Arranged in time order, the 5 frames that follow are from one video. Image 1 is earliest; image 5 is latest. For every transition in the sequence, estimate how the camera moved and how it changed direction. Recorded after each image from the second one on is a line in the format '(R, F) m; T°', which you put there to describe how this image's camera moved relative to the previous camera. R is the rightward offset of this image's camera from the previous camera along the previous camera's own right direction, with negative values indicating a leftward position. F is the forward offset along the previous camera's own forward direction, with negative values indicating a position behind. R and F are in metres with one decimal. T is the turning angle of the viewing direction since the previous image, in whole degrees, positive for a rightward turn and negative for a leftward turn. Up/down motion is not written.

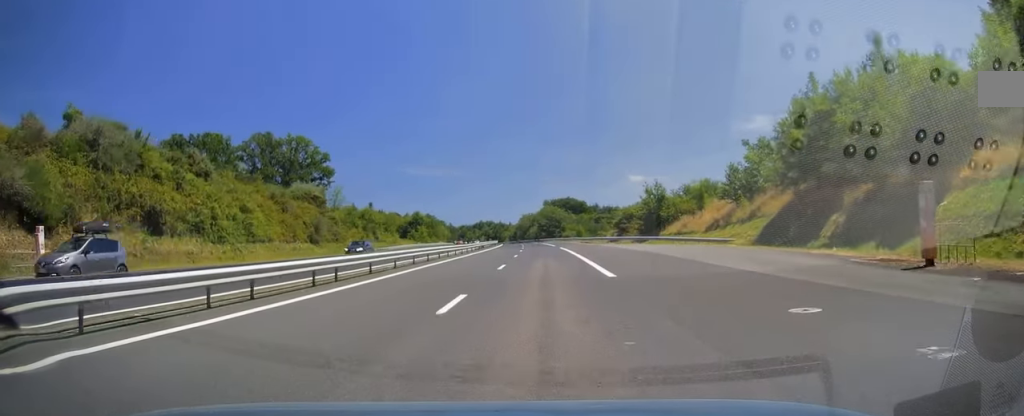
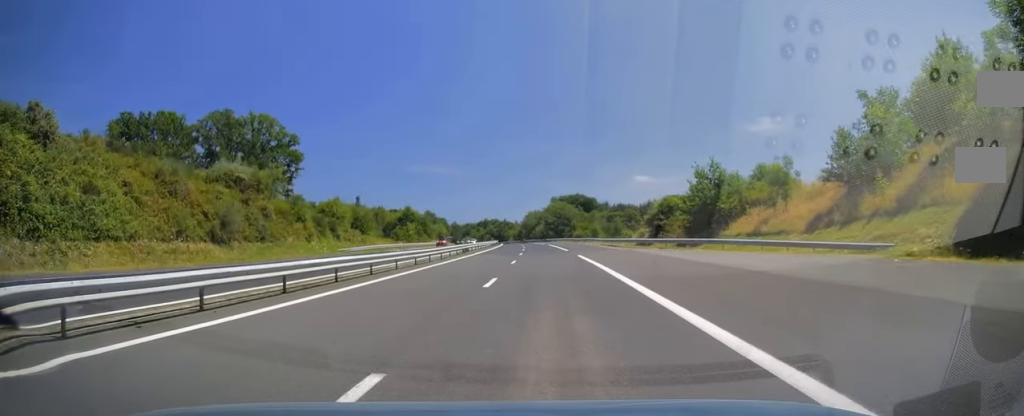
(-0.1, +20.6) m; -1°
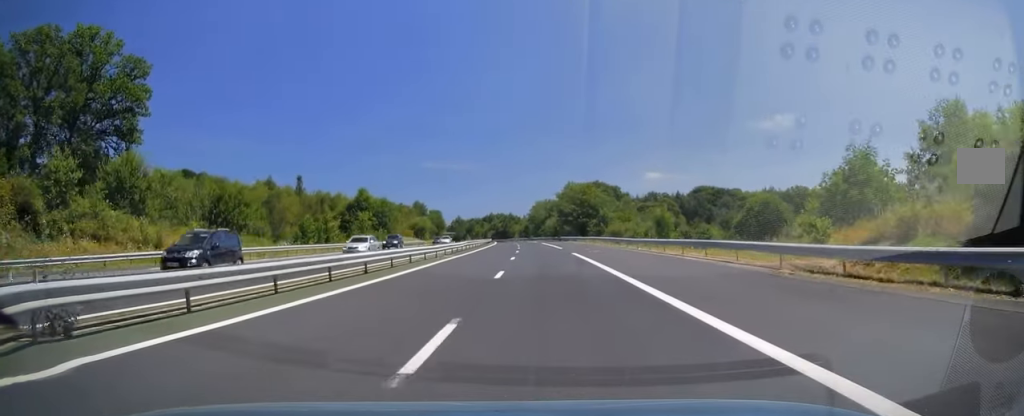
(-1.4, +48.7) m; -2°
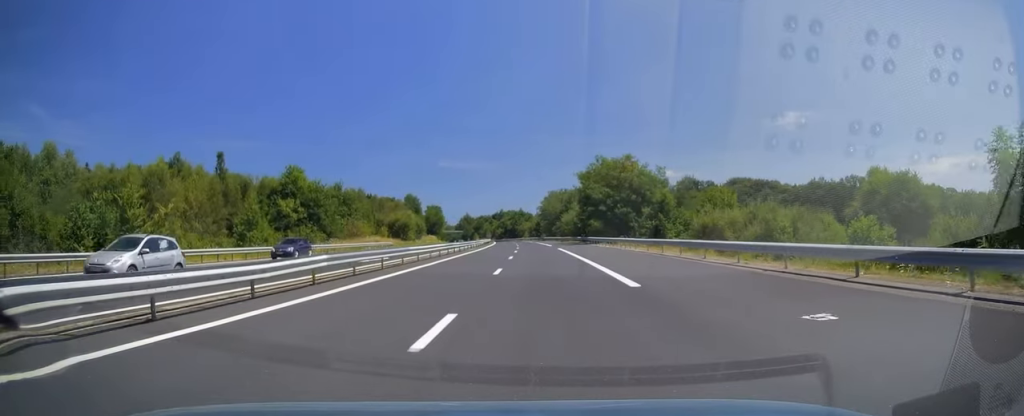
(+0.2, +37.0) m; 0°
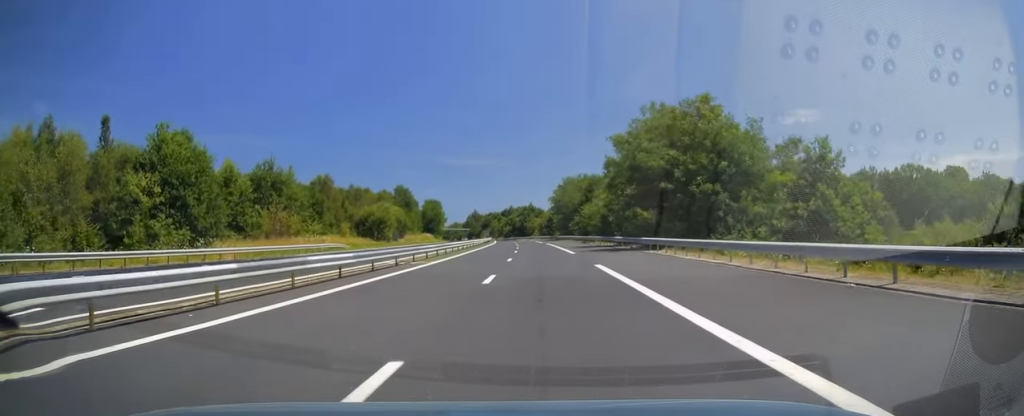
(-0.4, +29.7) m; -2°
